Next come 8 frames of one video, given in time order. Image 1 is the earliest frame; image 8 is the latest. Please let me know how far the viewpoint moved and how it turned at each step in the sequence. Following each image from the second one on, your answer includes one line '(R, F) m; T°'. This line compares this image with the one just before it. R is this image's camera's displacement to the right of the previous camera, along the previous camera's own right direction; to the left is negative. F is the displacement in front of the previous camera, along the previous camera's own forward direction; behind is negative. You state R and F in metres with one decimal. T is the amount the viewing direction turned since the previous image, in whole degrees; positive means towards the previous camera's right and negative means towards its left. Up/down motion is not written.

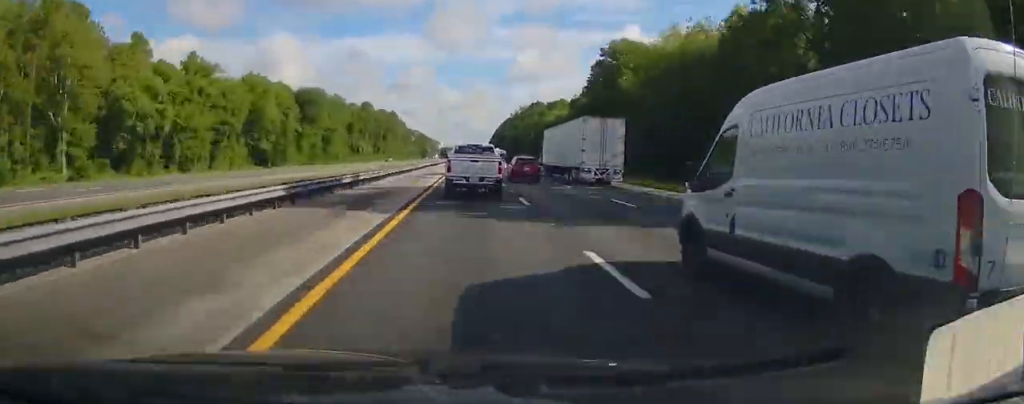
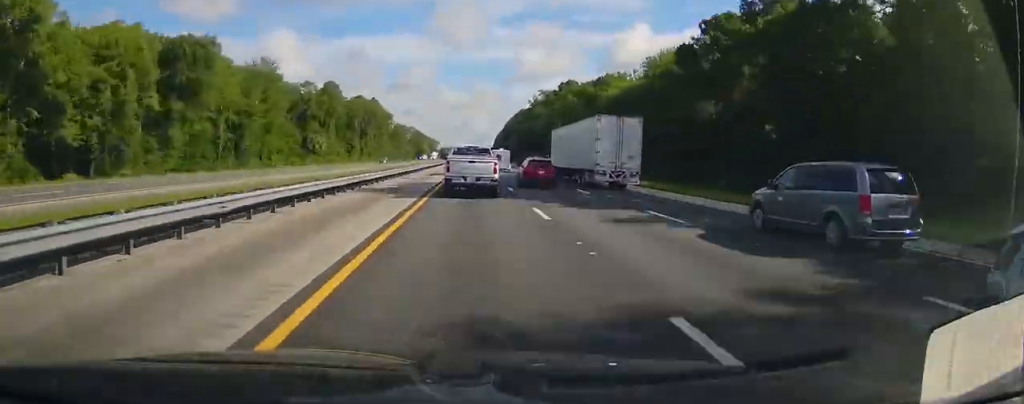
(-0.2, +85.7) m; 0°
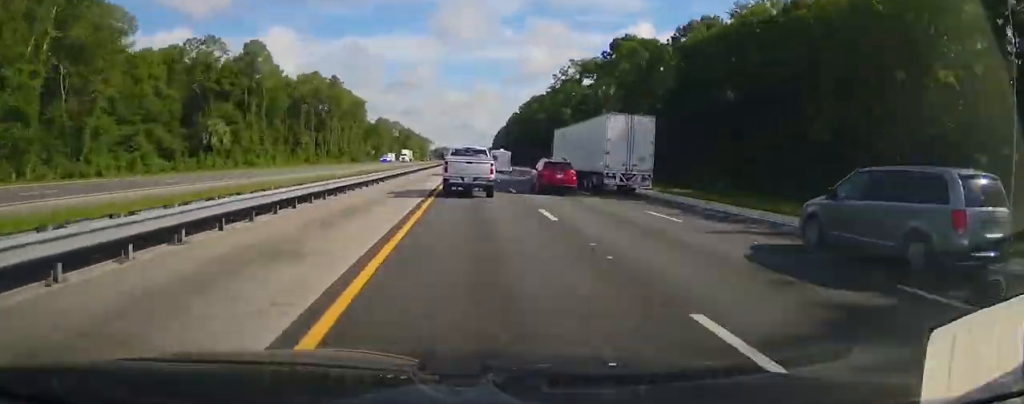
(-0.2, +80.7) m; 0°
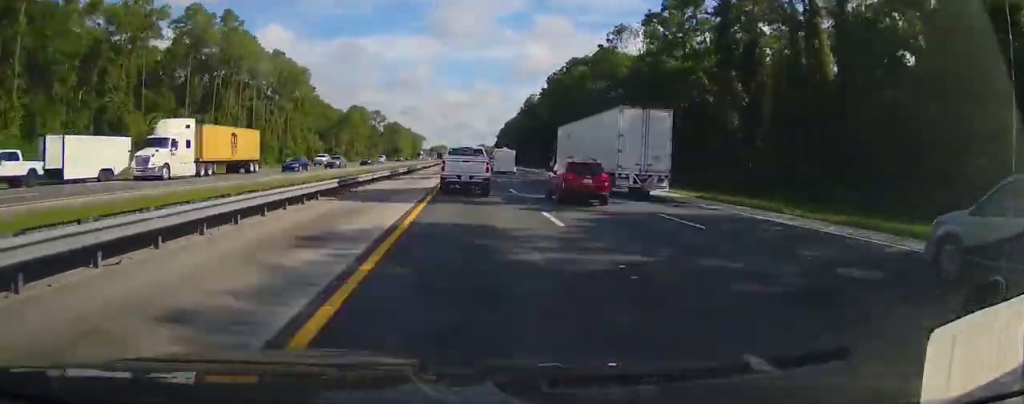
(+0.3, +69.6) m; 0°
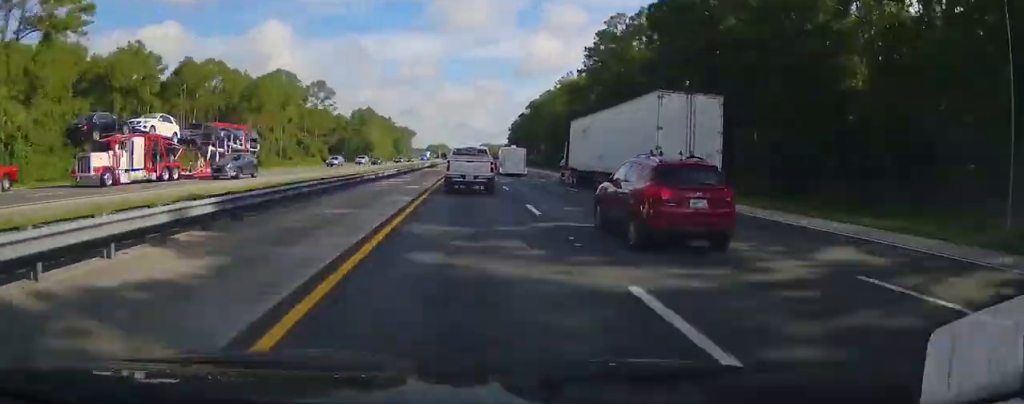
(+0.2, +95.1) m; 0°
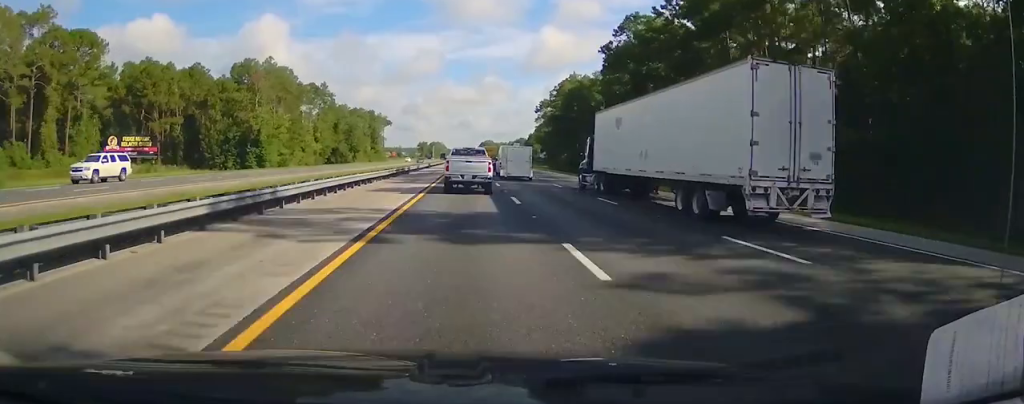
(0.0, +119.1) m; 0°
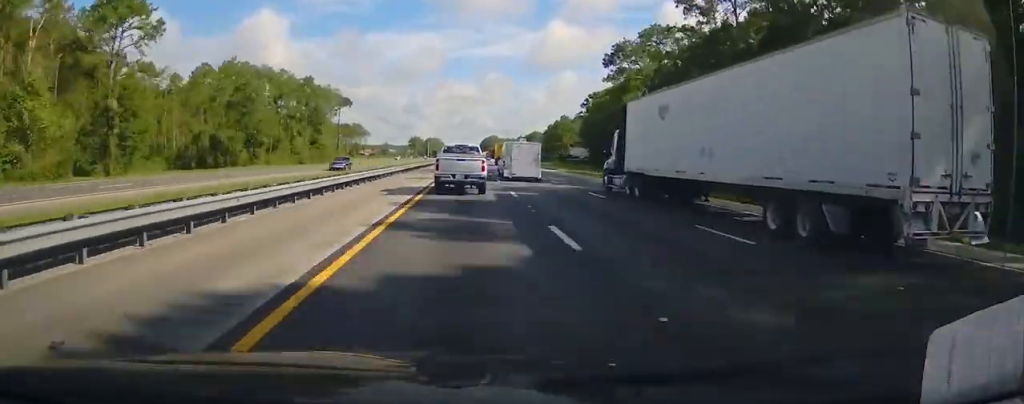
(+0.3, +93.0) m; 0°
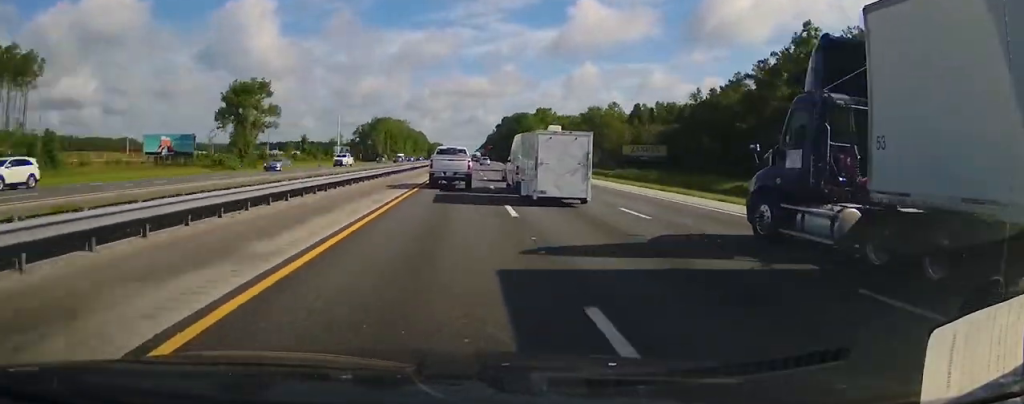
(-0.7, +427.6) m; 0°
